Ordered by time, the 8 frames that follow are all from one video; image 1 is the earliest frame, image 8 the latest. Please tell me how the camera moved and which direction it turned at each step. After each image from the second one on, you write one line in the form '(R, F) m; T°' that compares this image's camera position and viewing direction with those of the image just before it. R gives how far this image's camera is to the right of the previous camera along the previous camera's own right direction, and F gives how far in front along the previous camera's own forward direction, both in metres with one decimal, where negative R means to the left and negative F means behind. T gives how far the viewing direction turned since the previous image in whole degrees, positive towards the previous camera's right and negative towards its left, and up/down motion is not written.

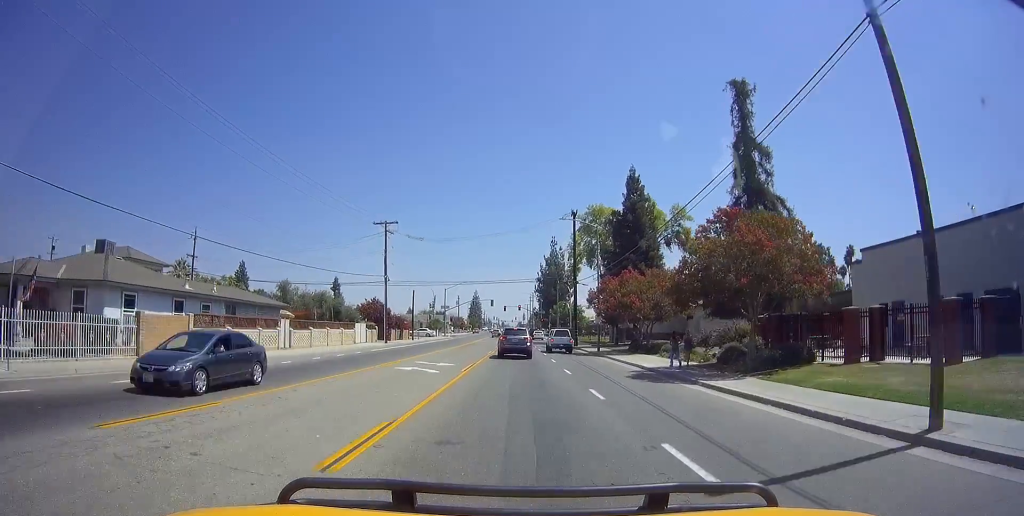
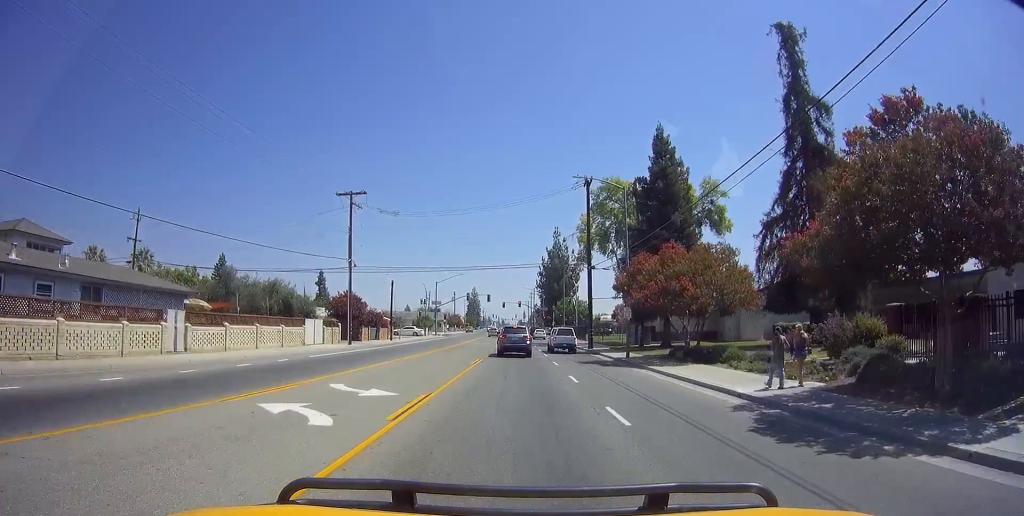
(+0.1, +10.9) m; 0°
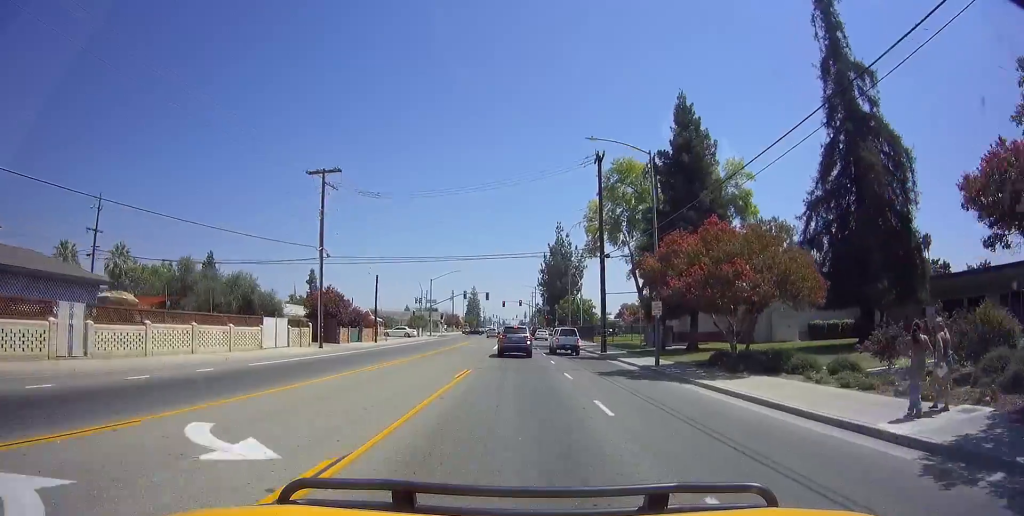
(-0.1, +6.3) m; -1°
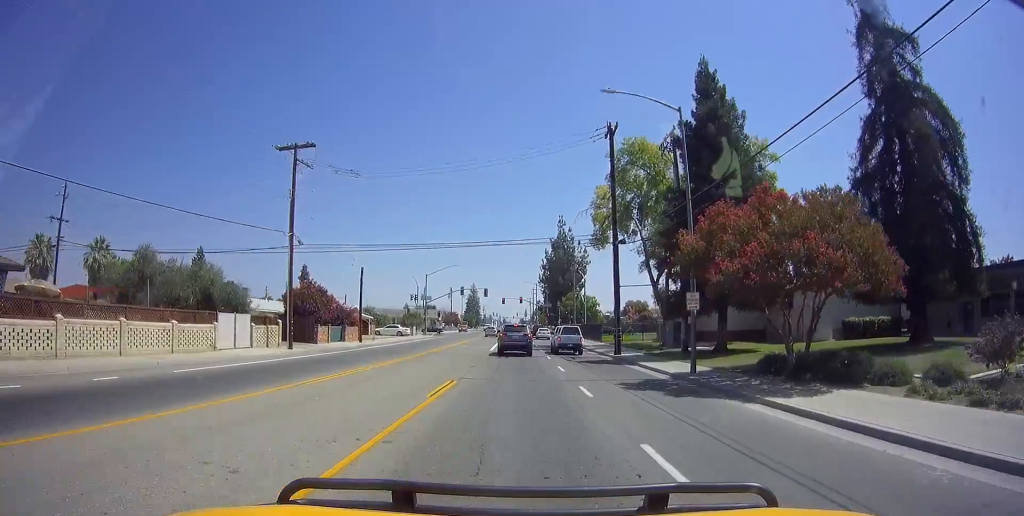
(0.0, +4.8) m; 0°
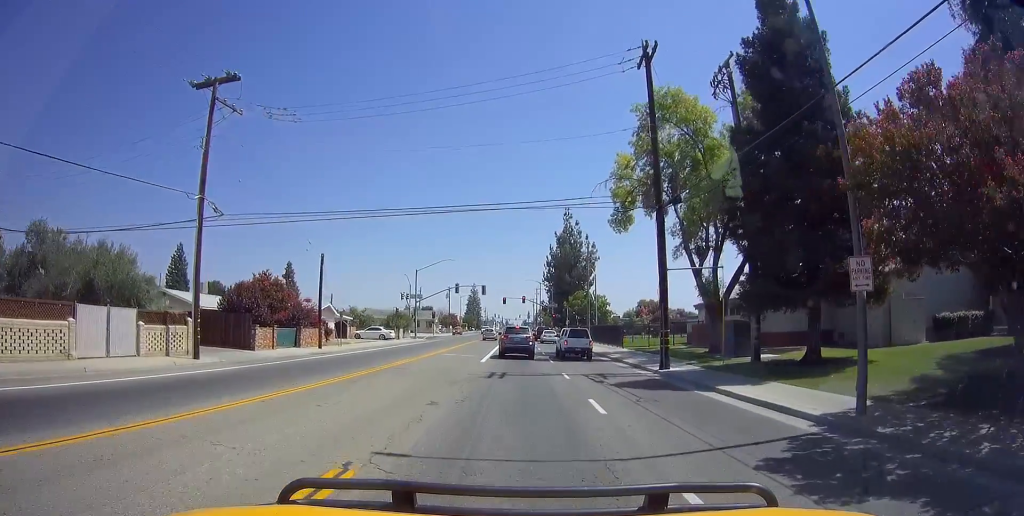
(0.0, +9.7) m; 0°
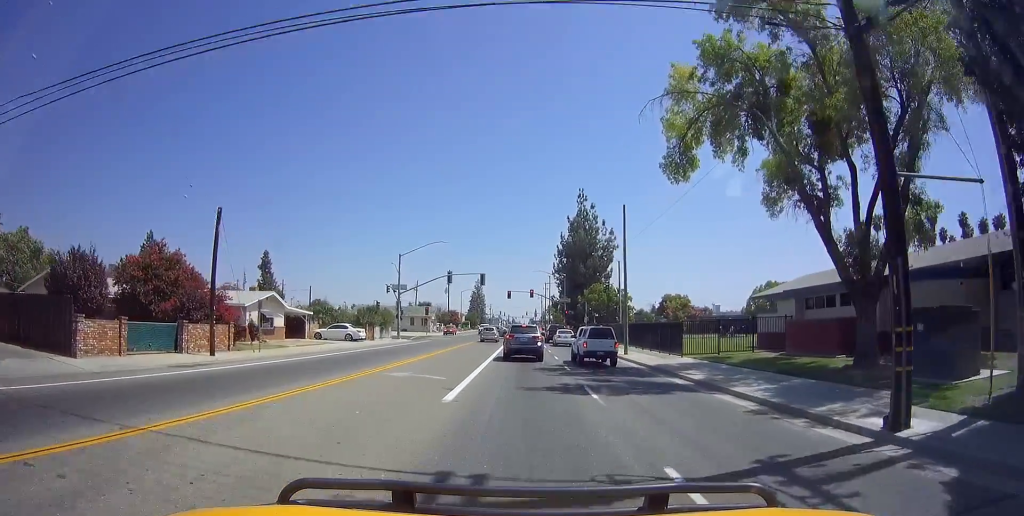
(-0.2, +13.7) m; -3°
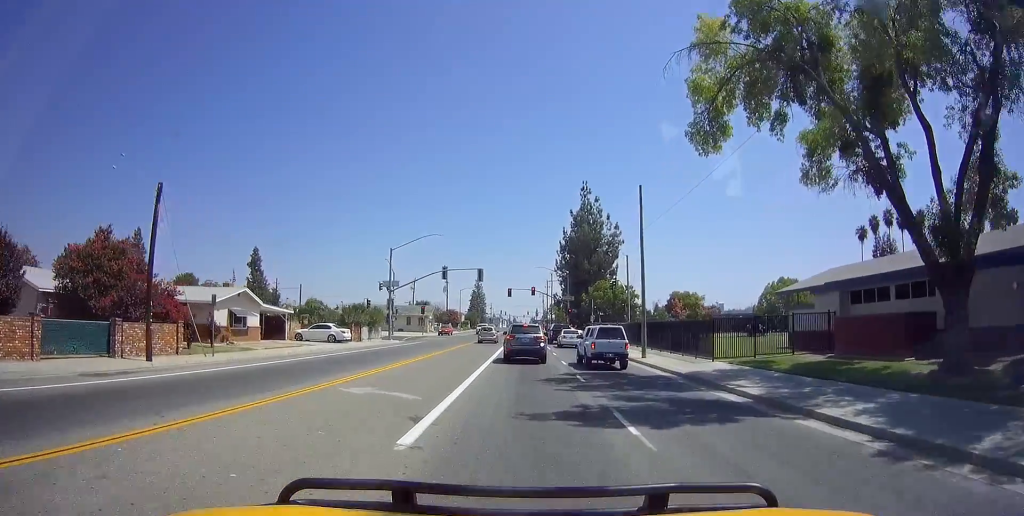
(-0.1, +4.5) m; -1°
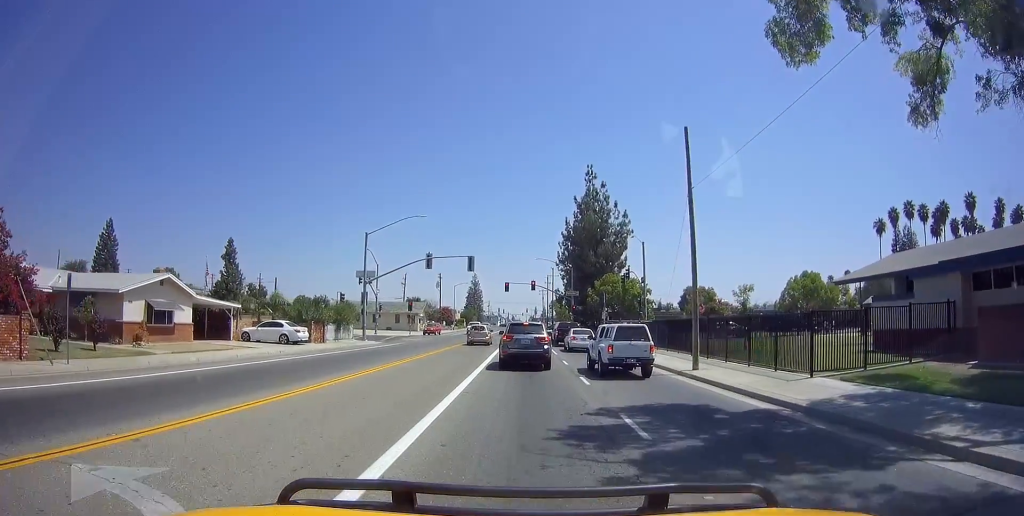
(0.0, +8.6) m; +1°
